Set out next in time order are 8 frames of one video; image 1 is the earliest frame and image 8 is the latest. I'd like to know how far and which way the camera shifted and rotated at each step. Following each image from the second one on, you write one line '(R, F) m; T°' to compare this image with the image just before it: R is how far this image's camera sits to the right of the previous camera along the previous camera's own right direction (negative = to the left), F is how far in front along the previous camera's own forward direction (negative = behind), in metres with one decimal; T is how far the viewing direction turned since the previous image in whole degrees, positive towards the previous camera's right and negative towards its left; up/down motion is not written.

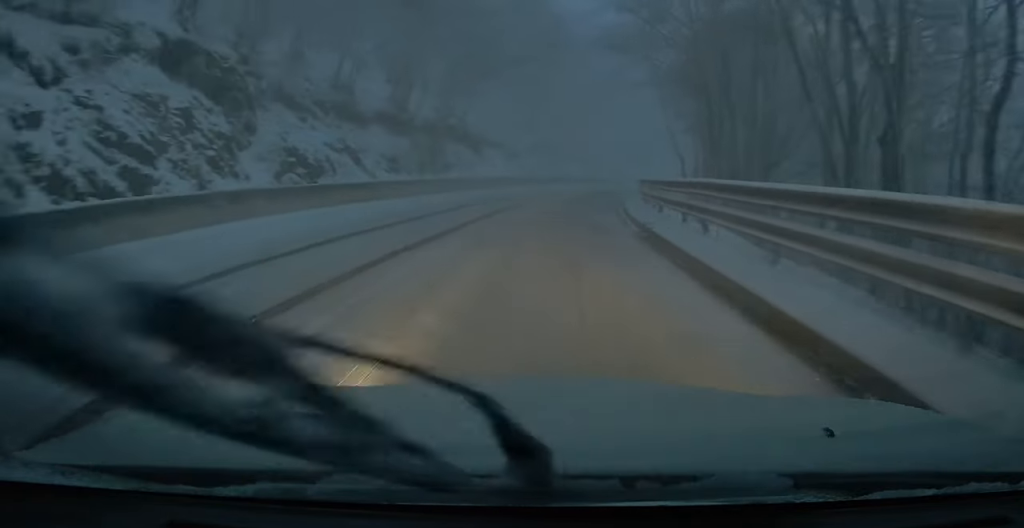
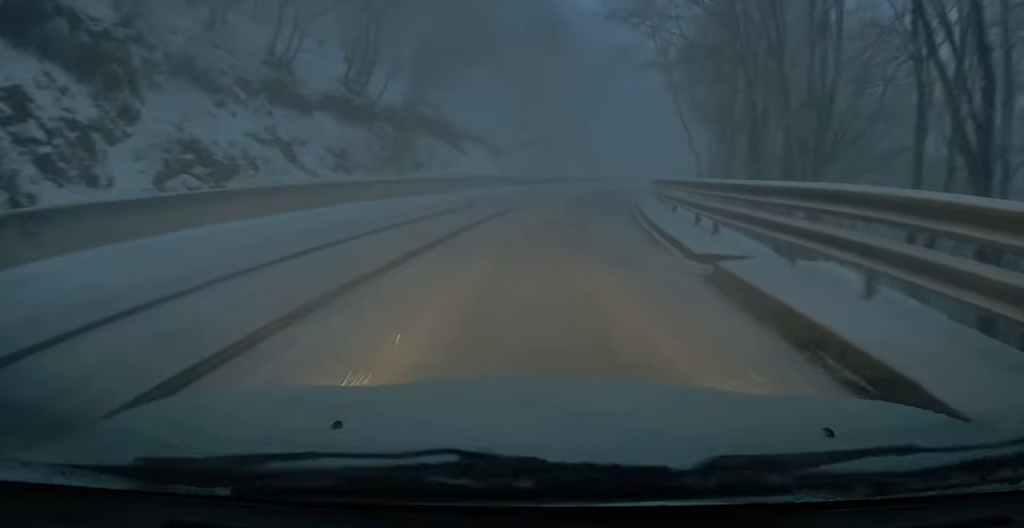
(+0.1, +5.3) m; +3°
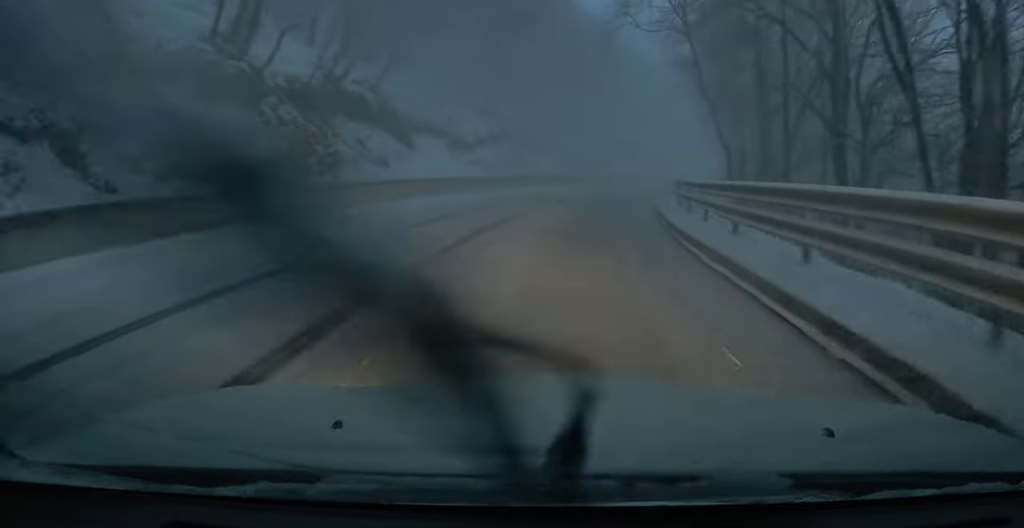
(+0.4, +9.0) m; +4°
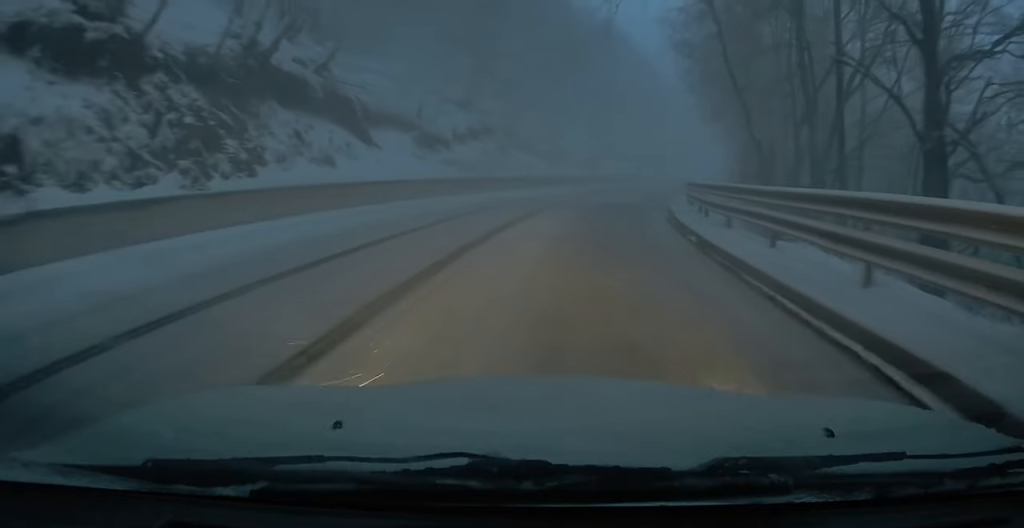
(+0.1, +5.5) m; +2°
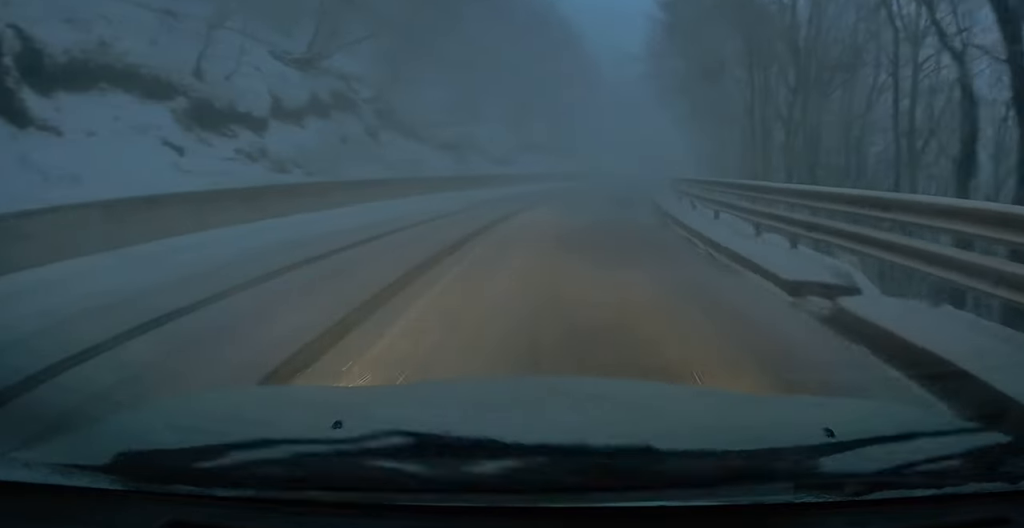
(+0.5, +17.3) m; +3°
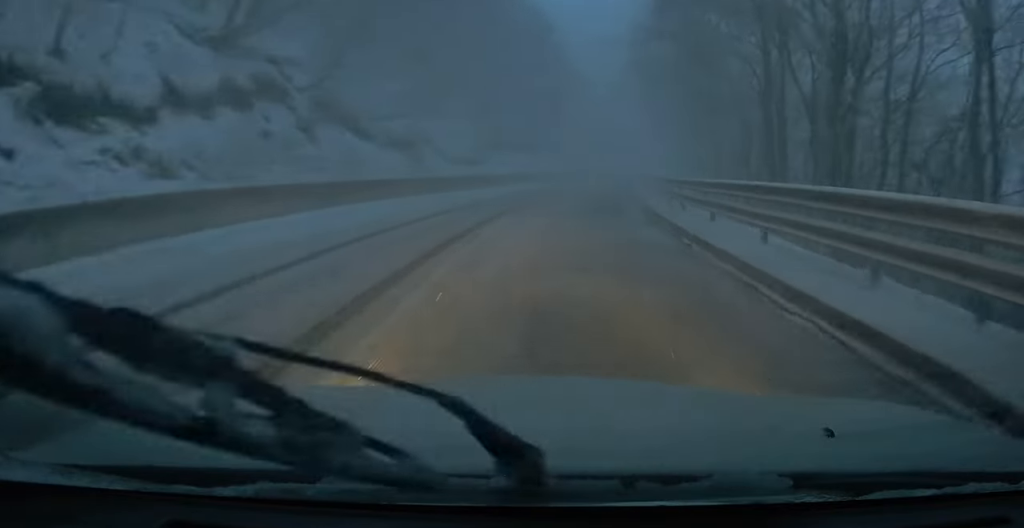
(0.0, +5.5) m; +2°
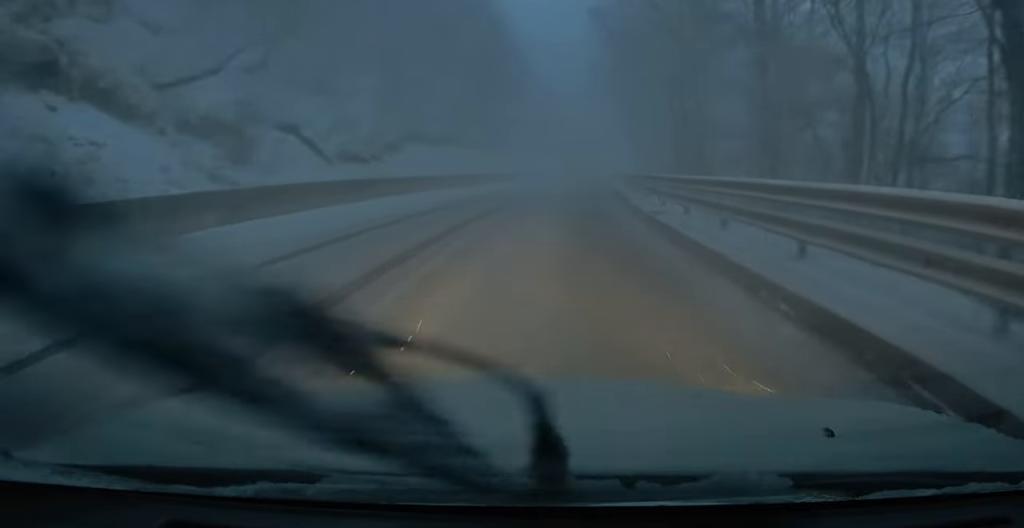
(+1.1, +16.0) m; +9°
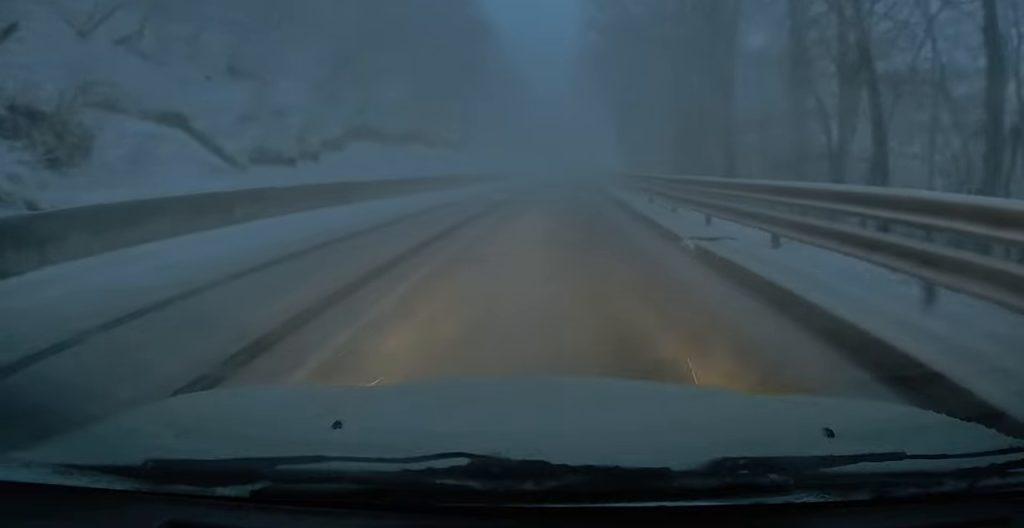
(+0.3, +7.6) m; +3°
